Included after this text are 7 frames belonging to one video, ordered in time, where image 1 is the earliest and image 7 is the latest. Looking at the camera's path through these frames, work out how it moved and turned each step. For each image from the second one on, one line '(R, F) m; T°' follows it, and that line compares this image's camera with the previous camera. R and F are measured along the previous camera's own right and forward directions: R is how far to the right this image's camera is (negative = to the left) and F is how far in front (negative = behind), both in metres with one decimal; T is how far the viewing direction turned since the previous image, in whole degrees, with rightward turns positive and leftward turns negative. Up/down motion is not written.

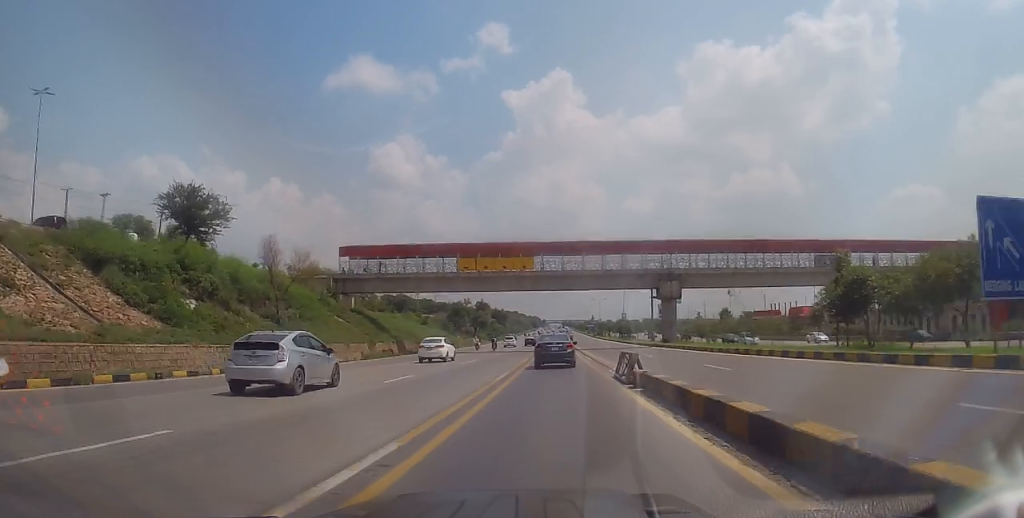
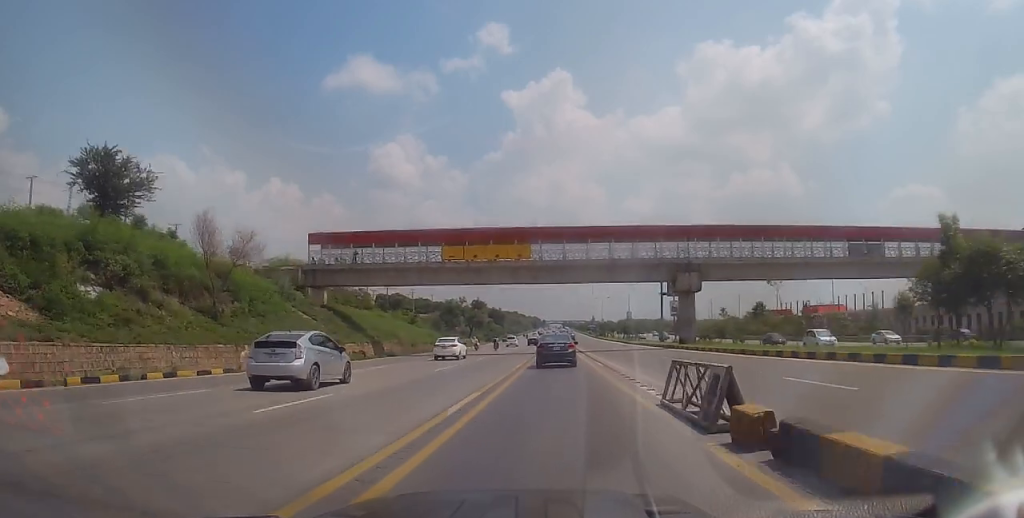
(0.0, +8.4) m; -1°
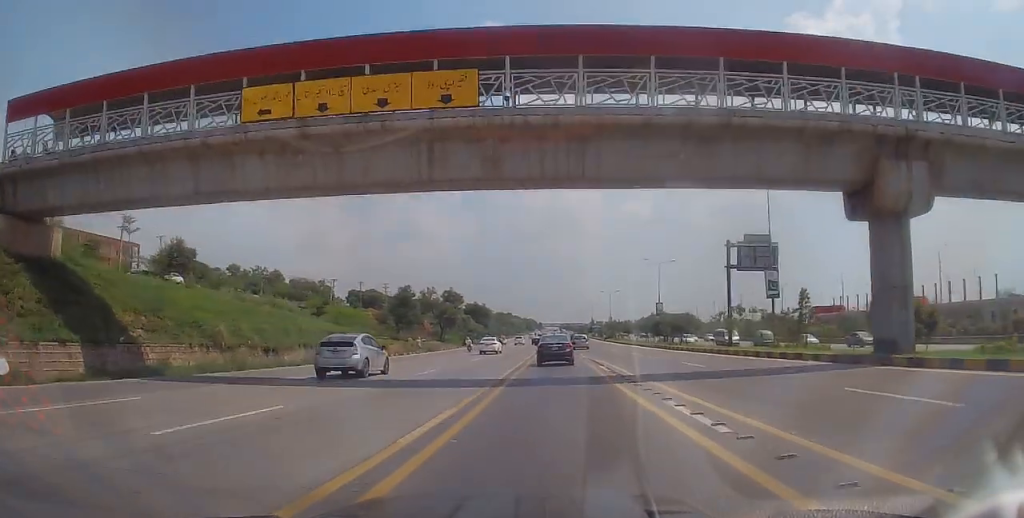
(0.0, +35.5) m; +1°
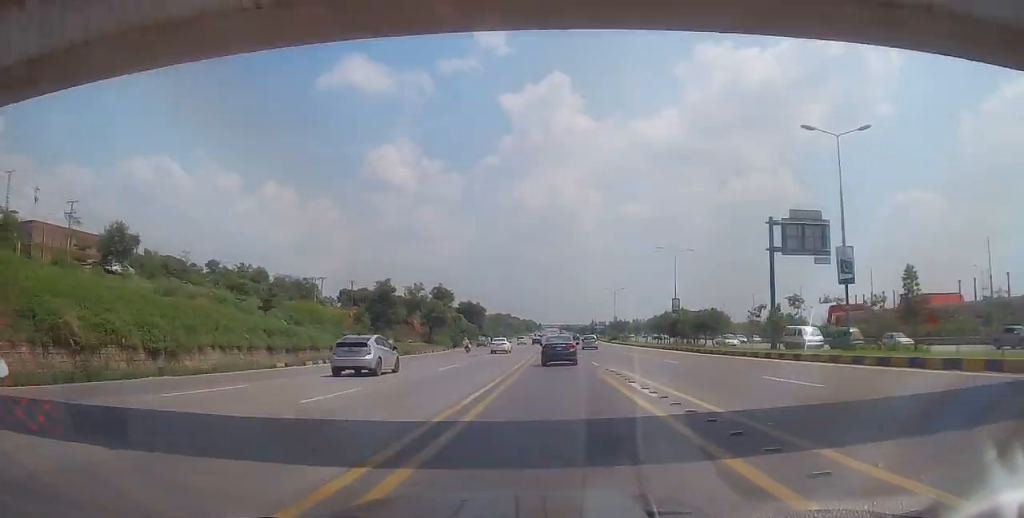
(+0.2, +10.8) m; 0°
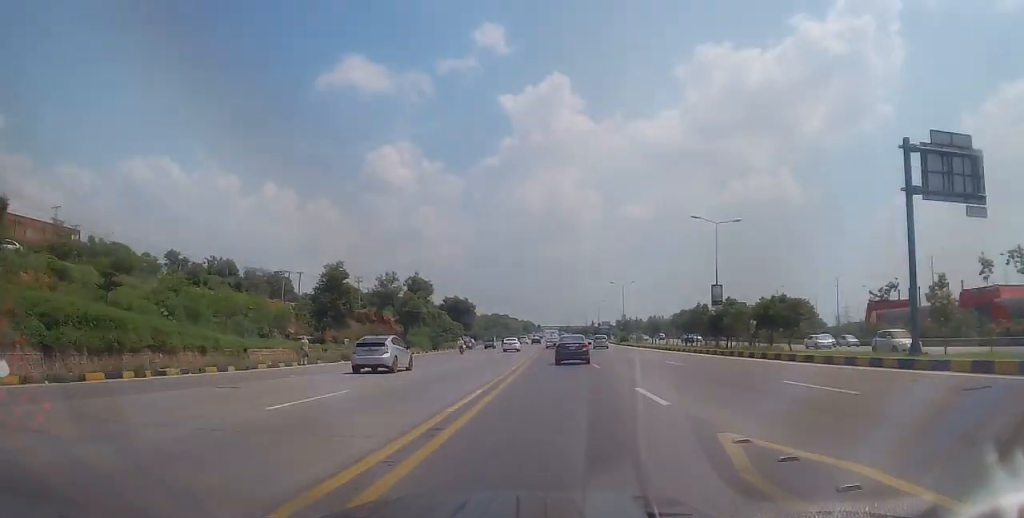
(-0.1, +17.7) m; 0°
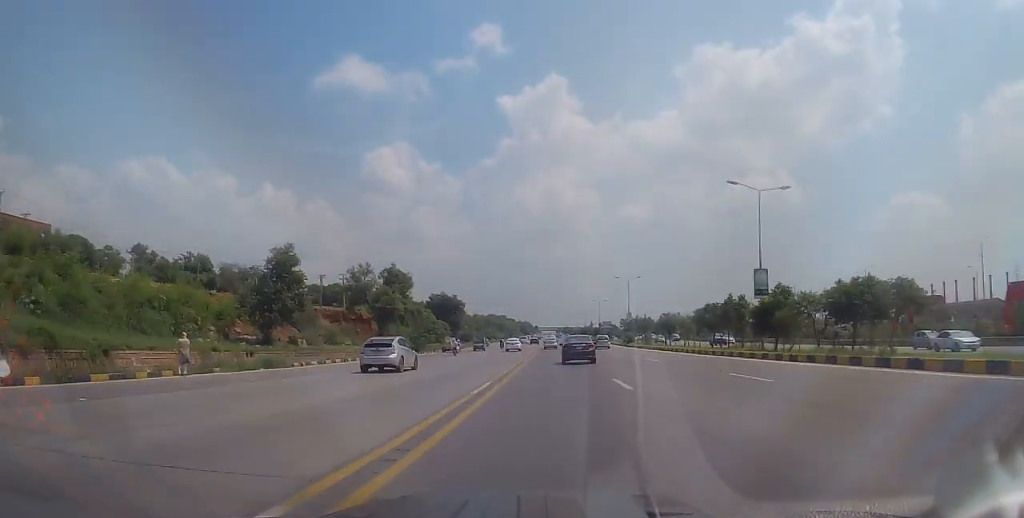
(0.0, +11.6) m; +1°
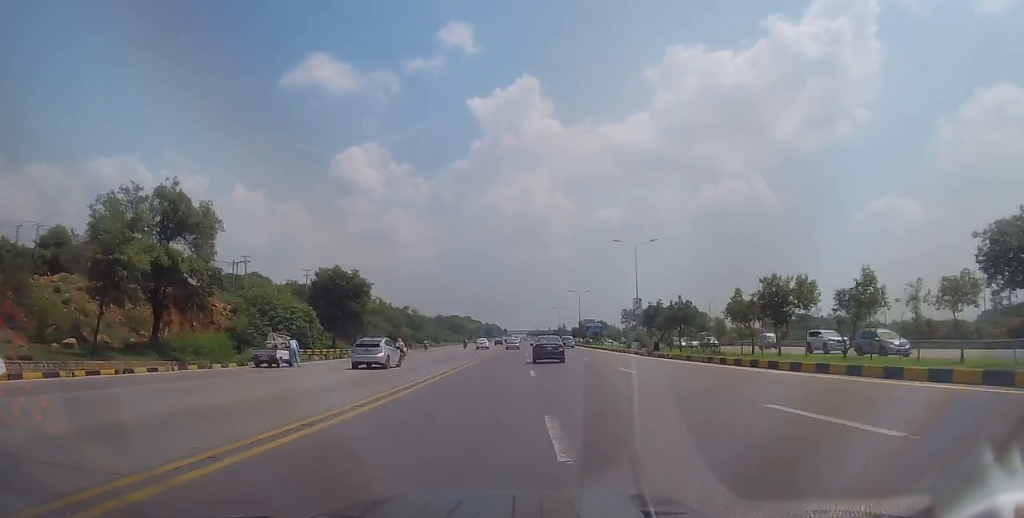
(+0.9, +41.2) m; +1°
